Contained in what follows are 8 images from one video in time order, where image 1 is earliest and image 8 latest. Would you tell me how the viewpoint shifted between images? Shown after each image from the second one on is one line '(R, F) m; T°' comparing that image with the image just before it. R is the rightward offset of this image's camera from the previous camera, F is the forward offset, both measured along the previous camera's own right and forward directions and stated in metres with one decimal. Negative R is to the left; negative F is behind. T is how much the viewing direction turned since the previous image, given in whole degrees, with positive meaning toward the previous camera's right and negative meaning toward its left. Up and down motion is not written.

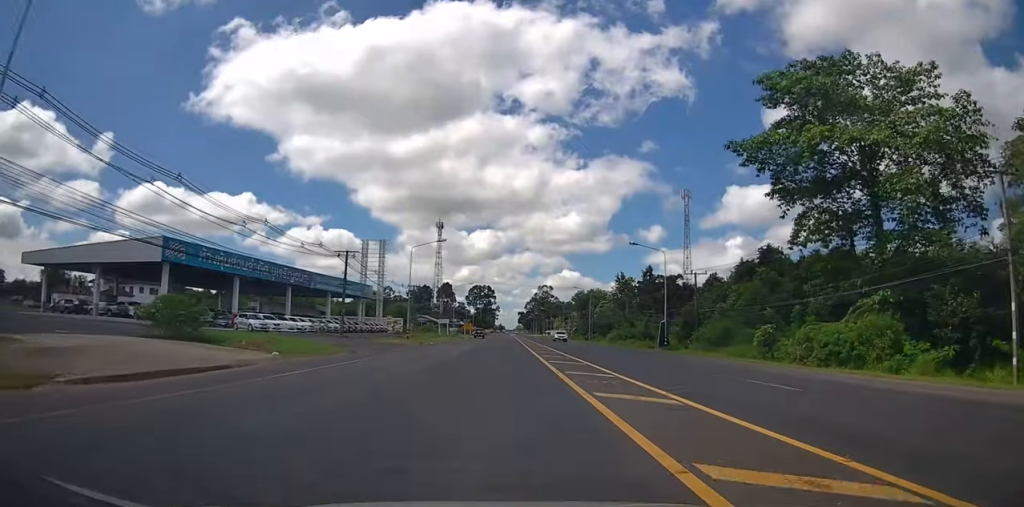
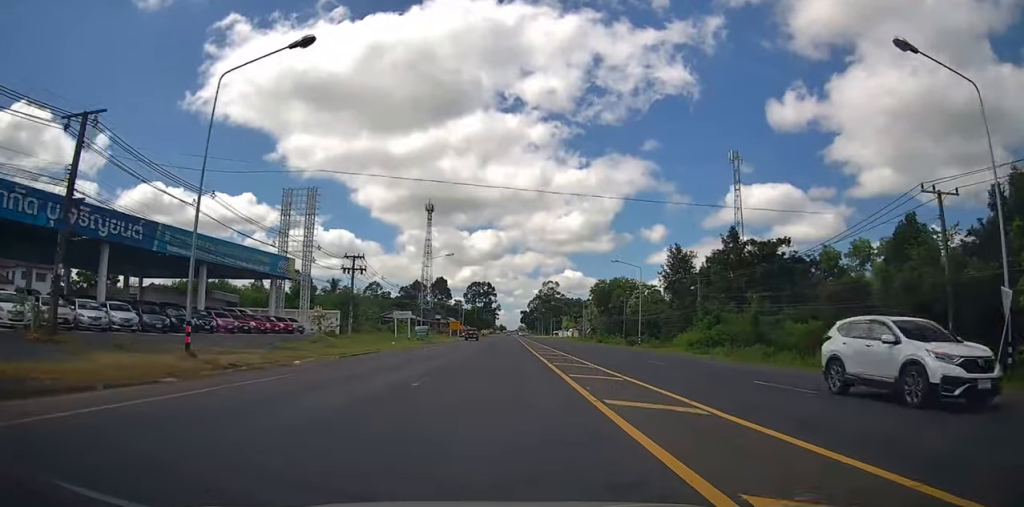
(-0.6, +37.3) m; -1°
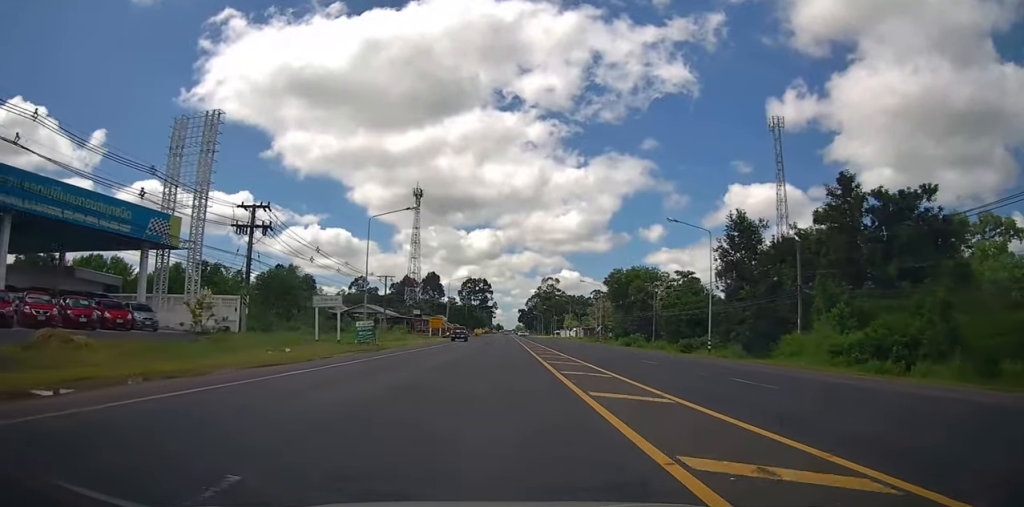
(+0.2, +22.9) m; +1°
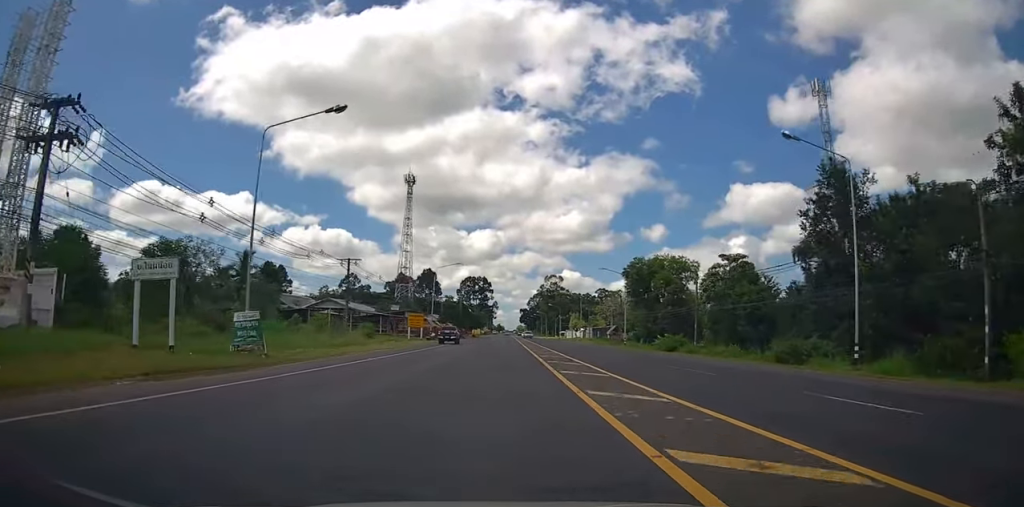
(+0.1, +17.9) m; 0°
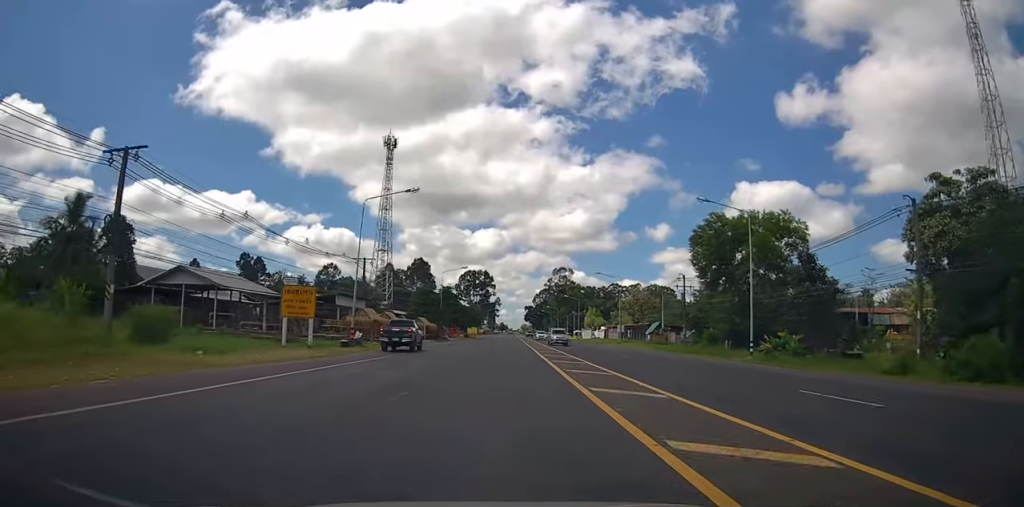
(-0.3, +35.7) m; -1°
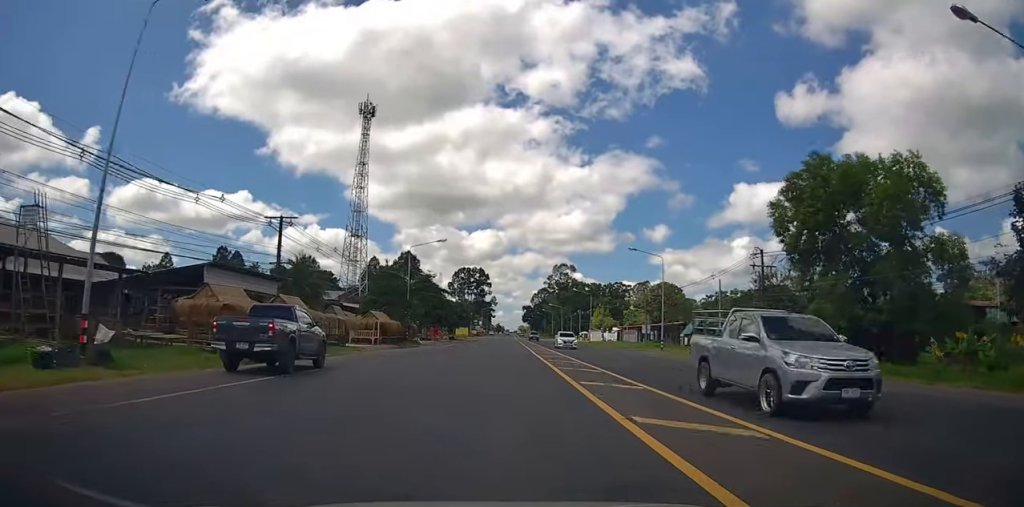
(-0.2, +22.1) m; 0°
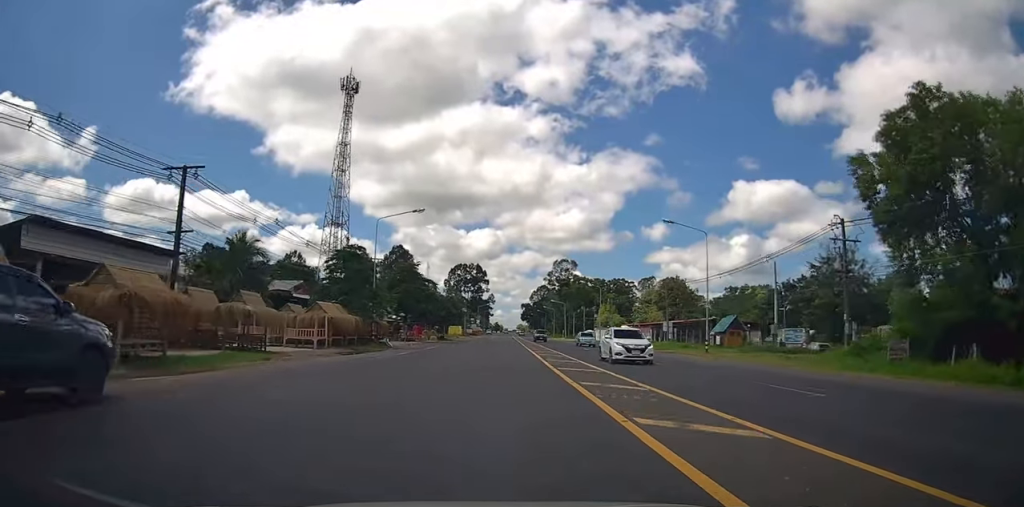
(+0.2, +12.4) m; +1°
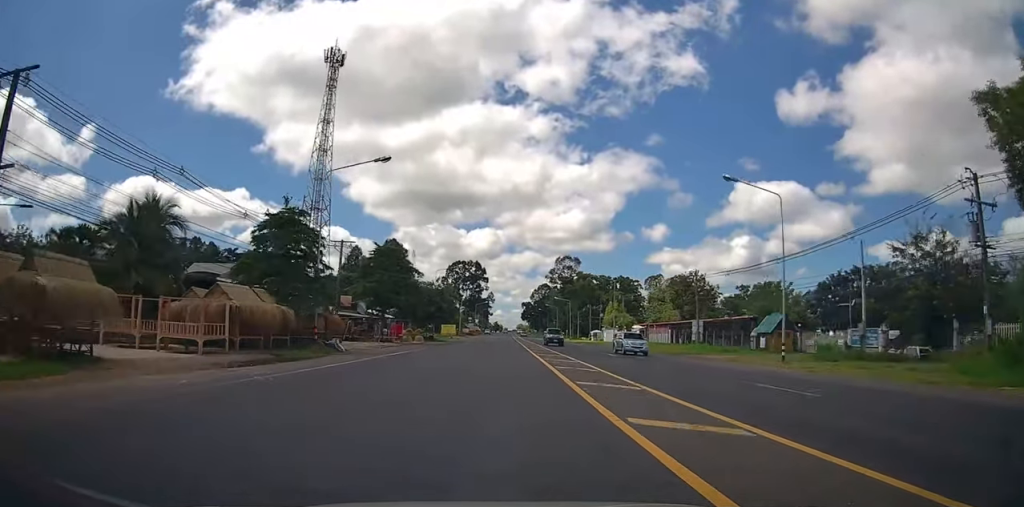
(+0.1, +11.8) m; 0°
